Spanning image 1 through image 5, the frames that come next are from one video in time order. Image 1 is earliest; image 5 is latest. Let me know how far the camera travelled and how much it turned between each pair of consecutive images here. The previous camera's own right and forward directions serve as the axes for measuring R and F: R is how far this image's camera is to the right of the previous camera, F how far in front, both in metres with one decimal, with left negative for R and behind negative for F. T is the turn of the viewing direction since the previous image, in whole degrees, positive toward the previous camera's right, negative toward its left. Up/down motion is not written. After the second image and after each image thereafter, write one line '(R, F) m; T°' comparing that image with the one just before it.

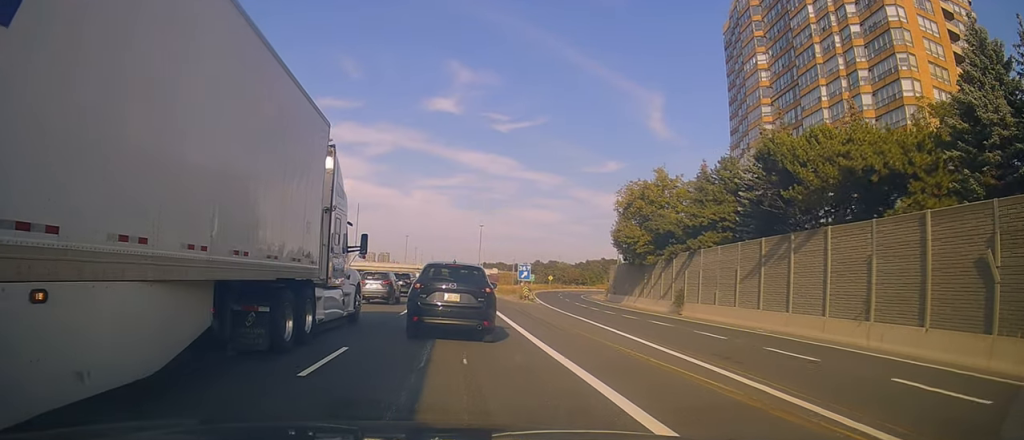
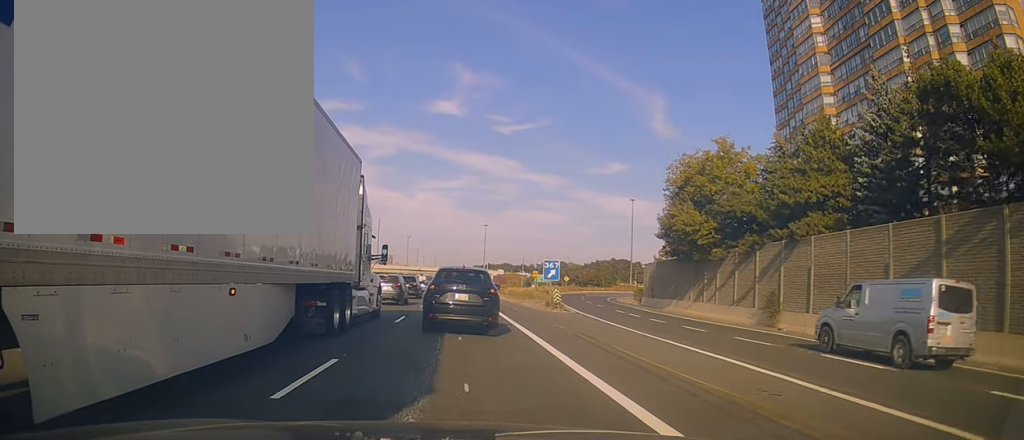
(-0.5, +13.0) m; -1°
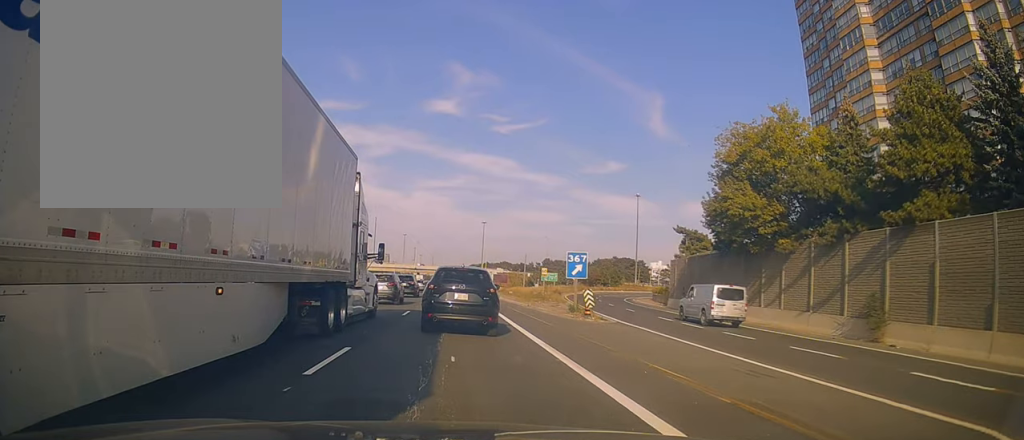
(-0.8, +8.8) m; -4°
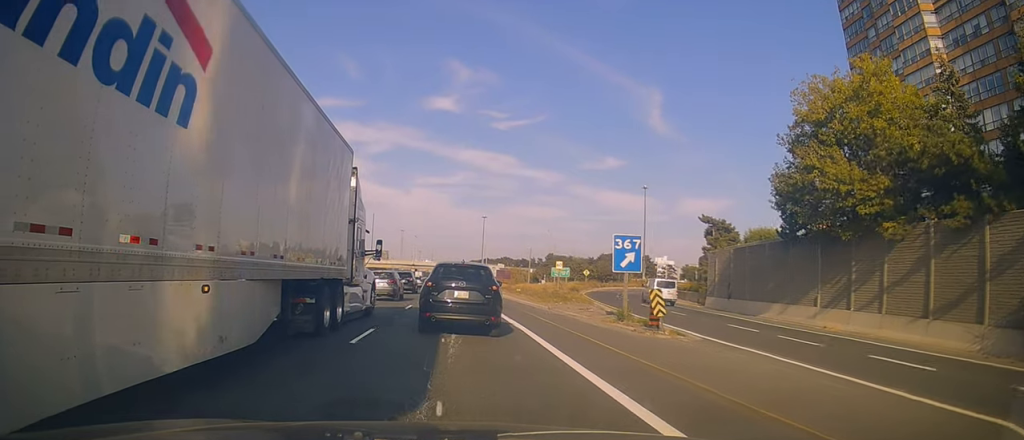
(+1.0, +9.7) m; +6°
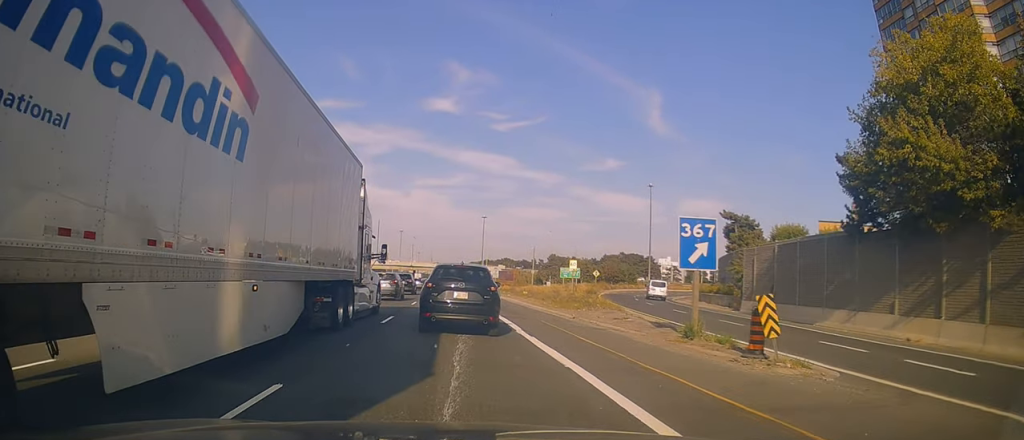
(-0.5, +8.0) m; -3°
